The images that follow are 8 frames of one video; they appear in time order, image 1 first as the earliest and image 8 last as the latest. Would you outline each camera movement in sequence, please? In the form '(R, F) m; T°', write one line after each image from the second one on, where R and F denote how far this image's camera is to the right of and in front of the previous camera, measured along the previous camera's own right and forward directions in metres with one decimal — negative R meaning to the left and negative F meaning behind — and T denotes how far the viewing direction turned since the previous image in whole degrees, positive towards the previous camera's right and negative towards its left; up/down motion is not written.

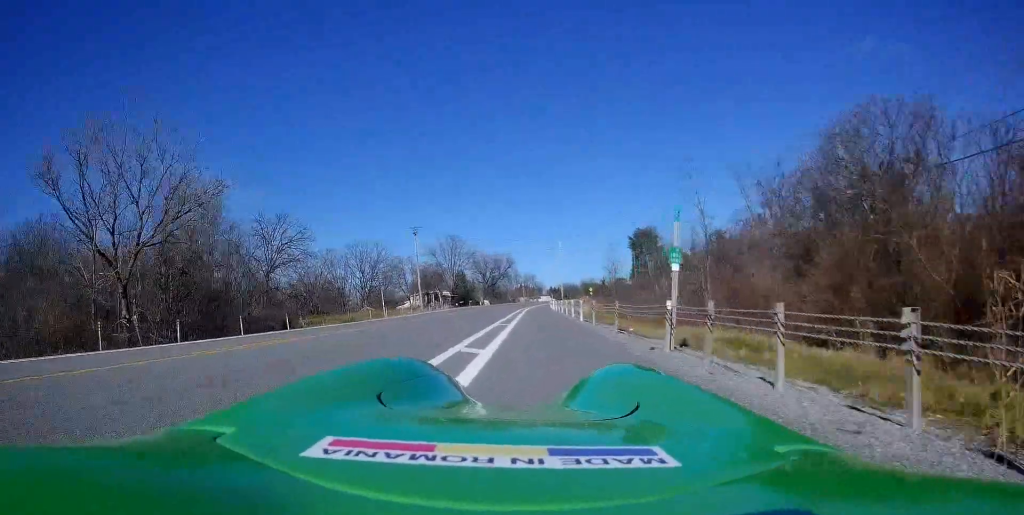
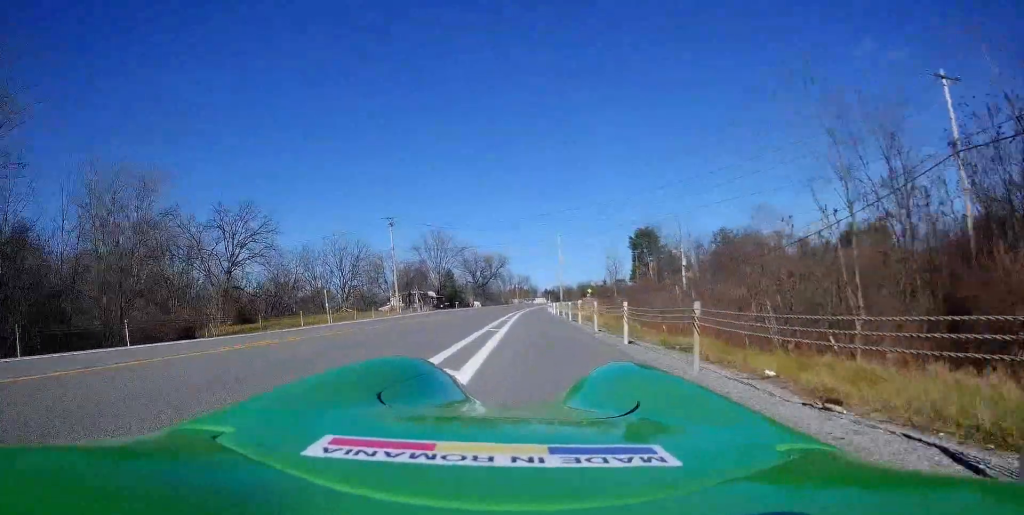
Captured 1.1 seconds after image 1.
(+0.1, +11.9) m; +2°
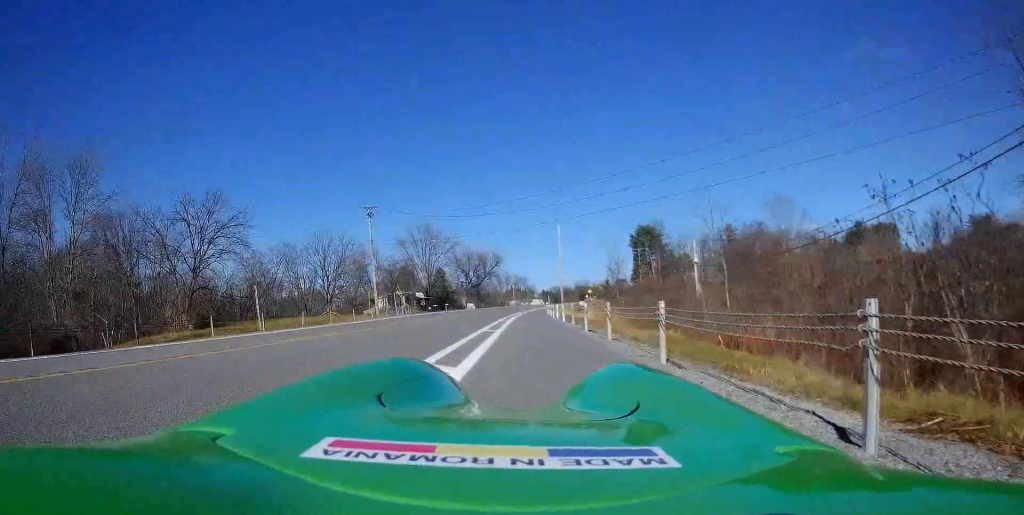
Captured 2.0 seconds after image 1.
(+0.2, +8.5) m; +1°
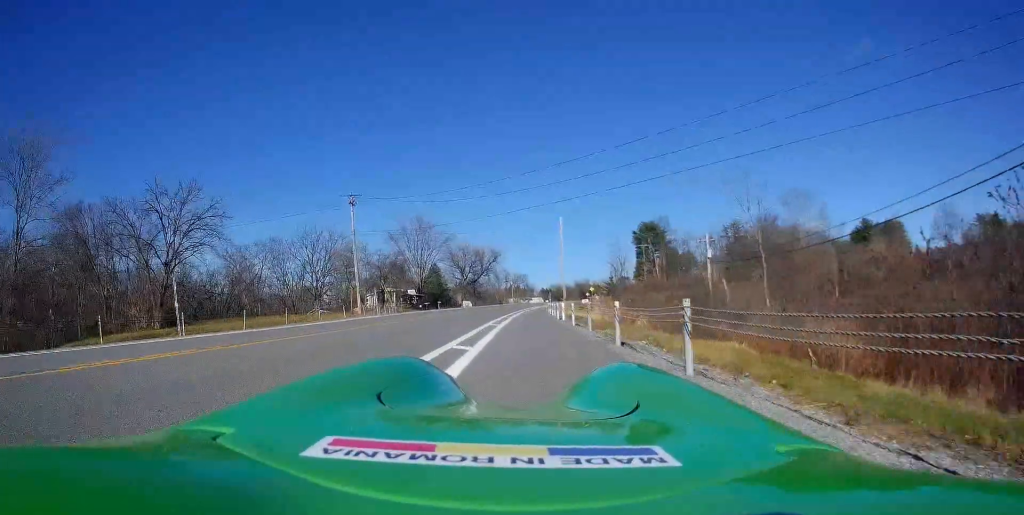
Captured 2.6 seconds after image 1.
(+0.1, +6.2) m; 0°
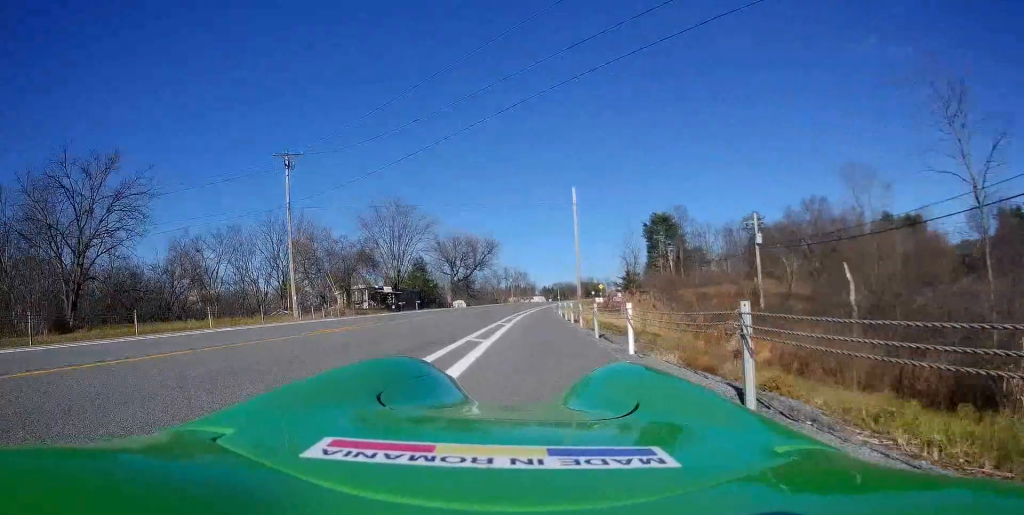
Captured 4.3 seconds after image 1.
(-0.5, +16.5) m; -2°
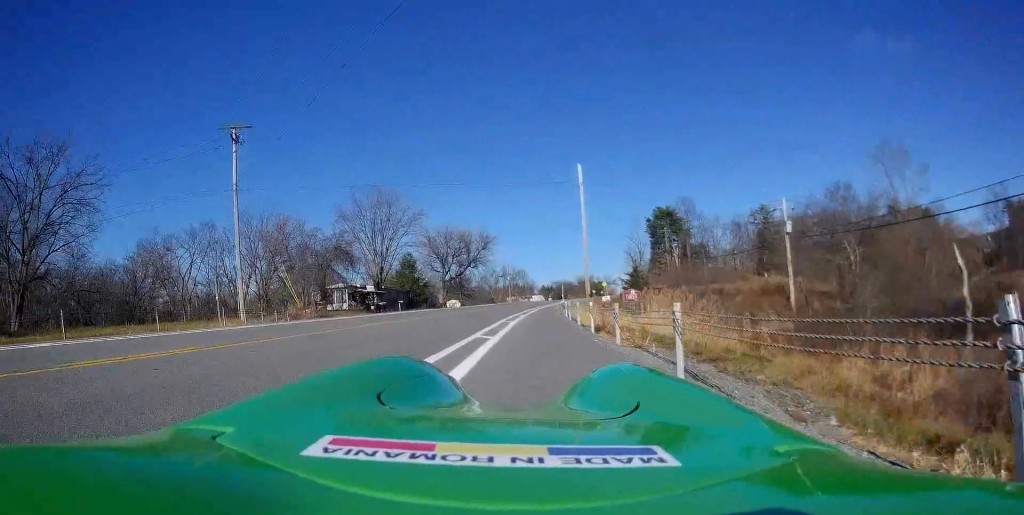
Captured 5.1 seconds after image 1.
(+0.2, +7.8) m; -1°
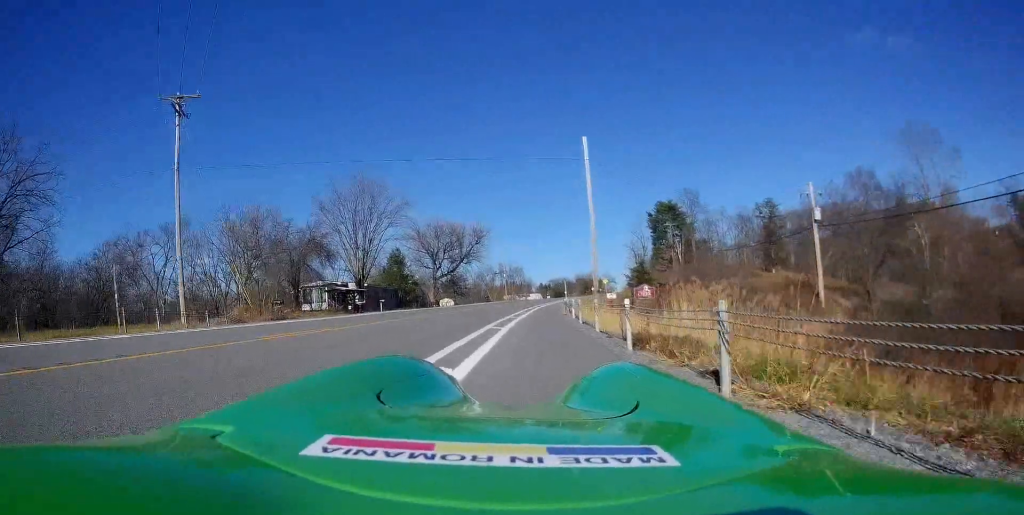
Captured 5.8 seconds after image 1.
(-0.1, +6.2) m; +1°
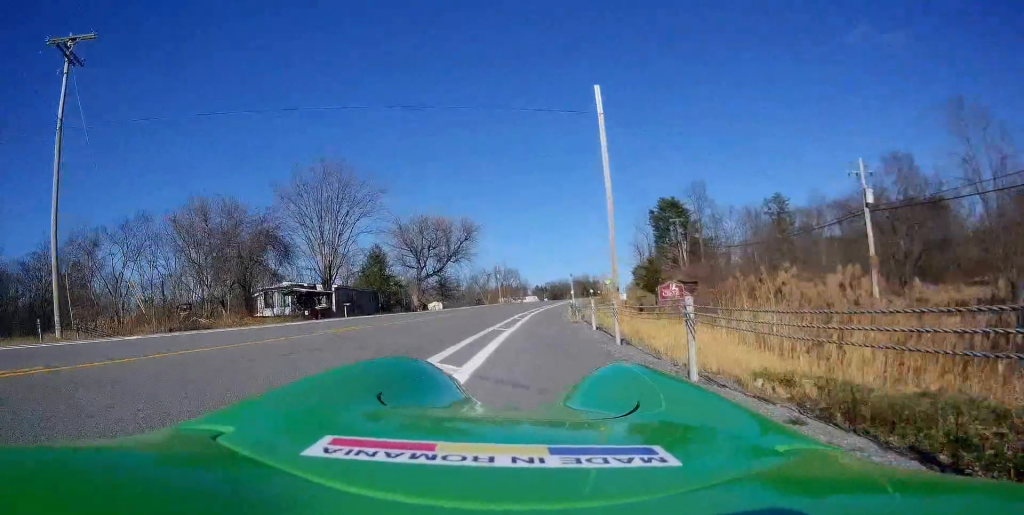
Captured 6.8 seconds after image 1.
(+0.1, +8.7) m; +1°
